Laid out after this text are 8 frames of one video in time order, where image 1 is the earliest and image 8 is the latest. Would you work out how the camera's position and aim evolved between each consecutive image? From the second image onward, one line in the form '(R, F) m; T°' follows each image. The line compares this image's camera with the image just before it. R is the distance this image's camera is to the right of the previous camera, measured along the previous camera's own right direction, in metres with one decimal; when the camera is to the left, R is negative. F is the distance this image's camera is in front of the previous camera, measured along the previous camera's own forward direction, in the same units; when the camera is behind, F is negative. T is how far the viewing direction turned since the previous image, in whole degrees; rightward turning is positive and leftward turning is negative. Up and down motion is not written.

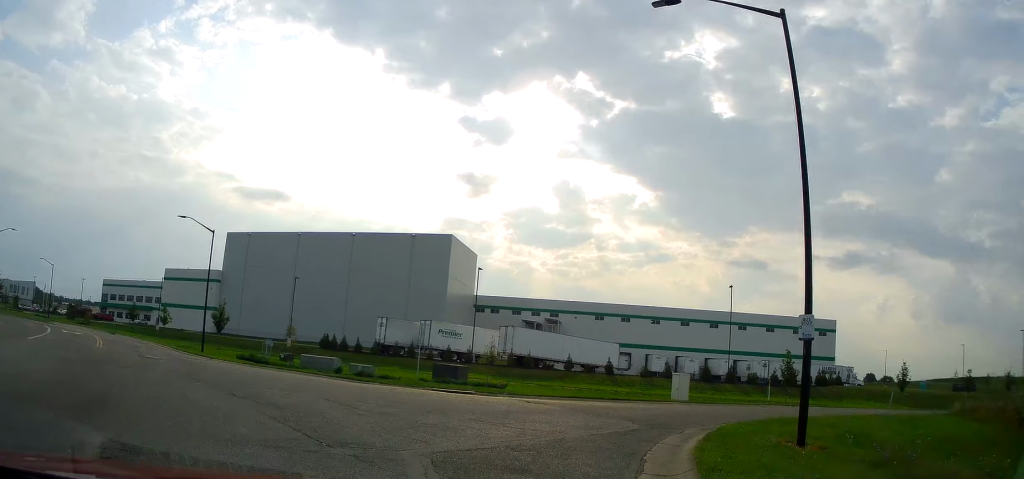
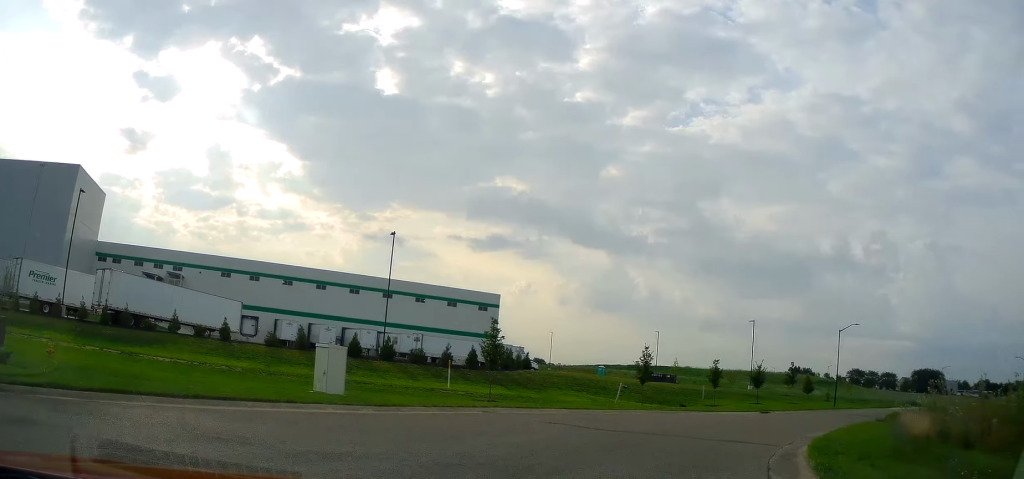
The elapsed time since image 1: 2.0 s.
(+1.7, +18.3) m; +18°
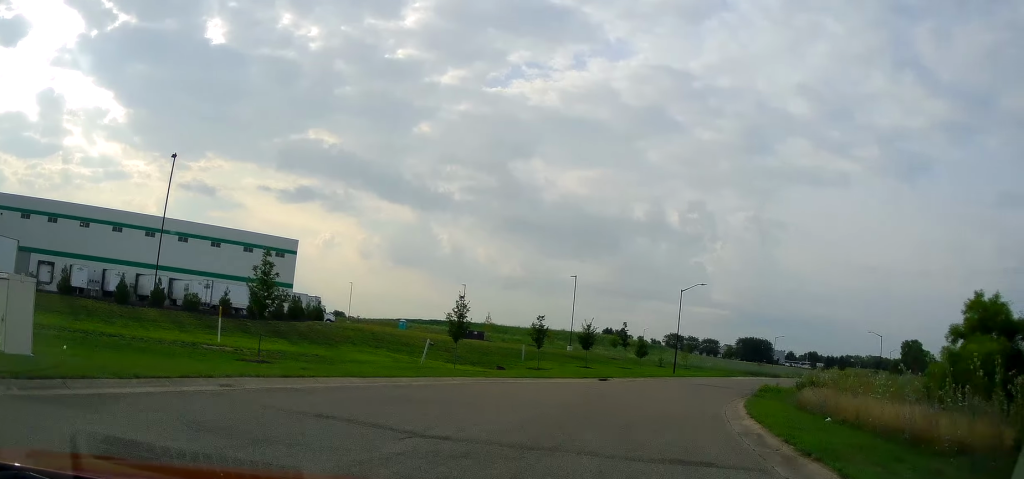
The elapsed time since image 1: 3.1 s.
(+1.2, +8.1) m; +19°
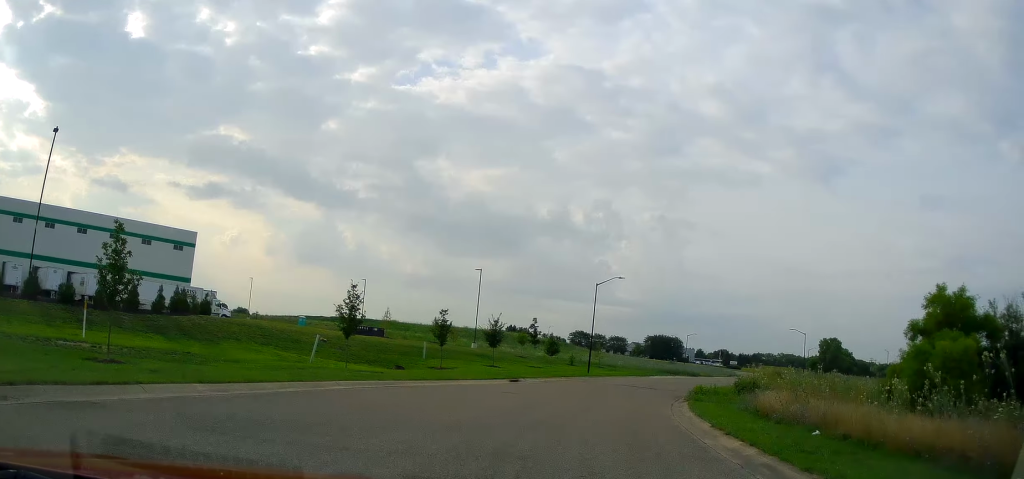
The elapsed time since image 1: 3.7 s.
(+0.3, +4.3) m; +10°
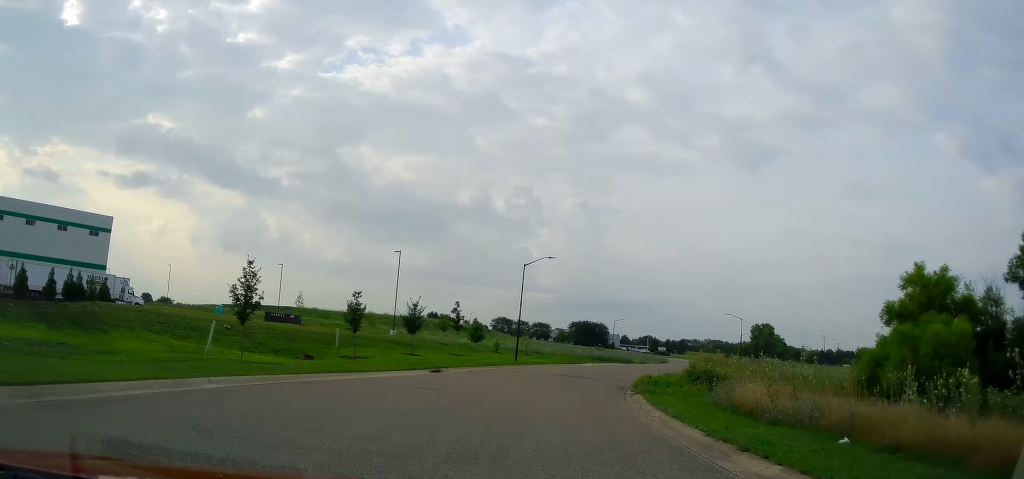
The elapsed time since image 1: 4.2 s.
(+0.5, +4.0) m; +8°
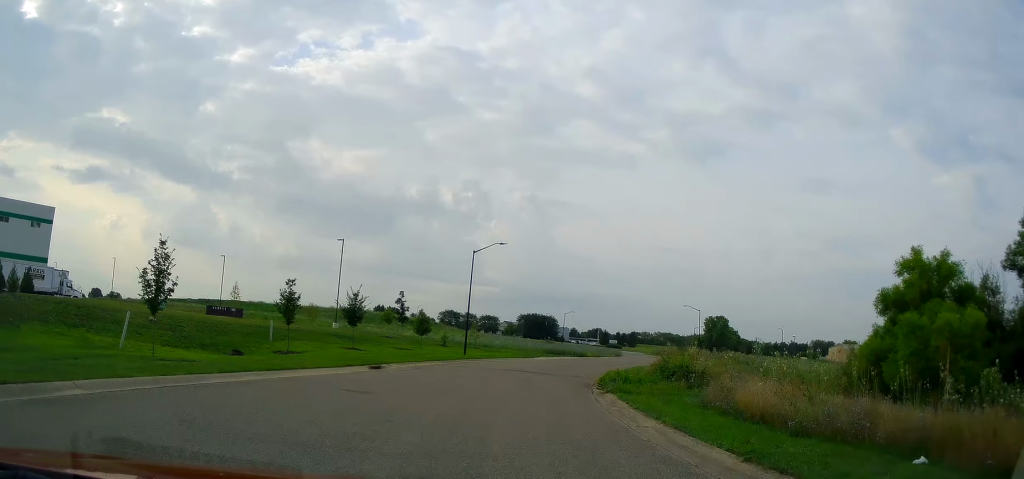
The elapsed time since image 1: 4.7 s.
(+0.2, +3.4) m; +6°
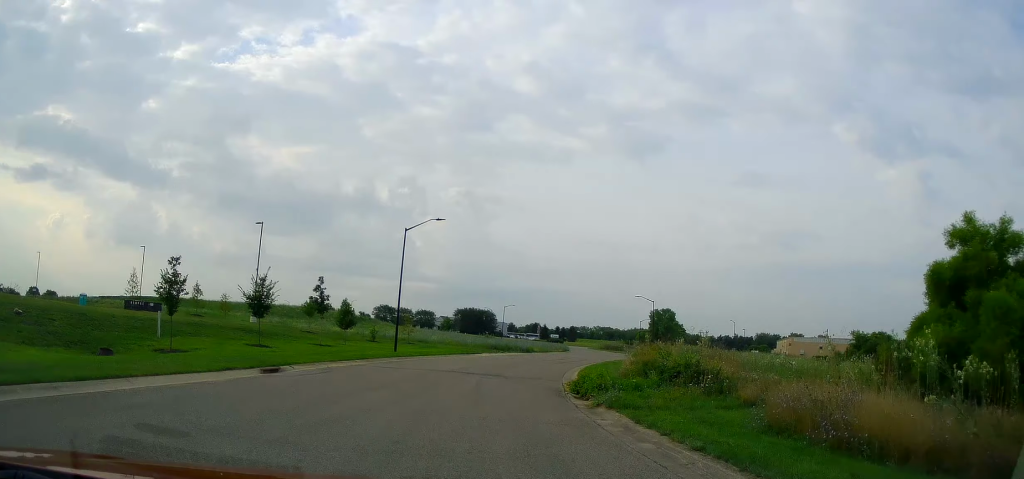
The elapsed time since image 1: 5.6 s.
(+0.6, +7.1) m; +10°
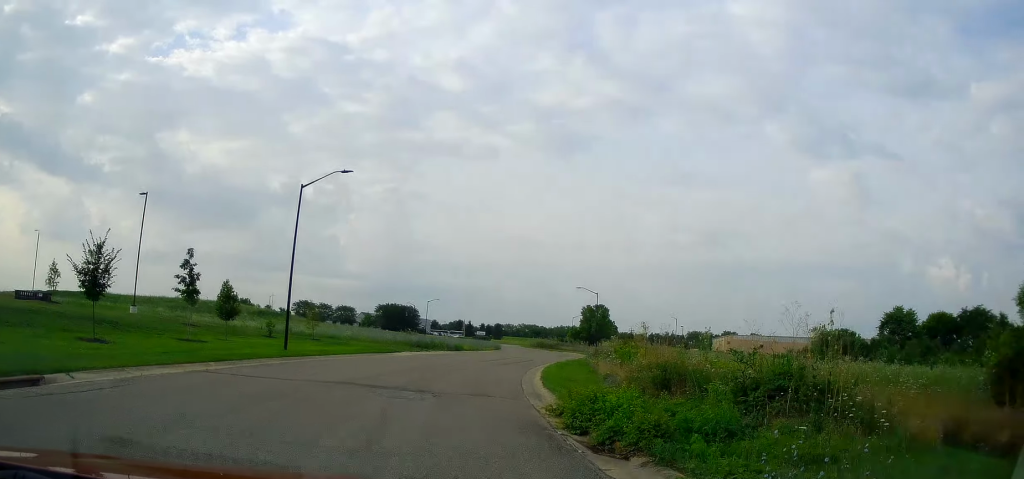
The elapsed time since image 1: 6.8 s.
(+1.4, +9.9) m; +15°
